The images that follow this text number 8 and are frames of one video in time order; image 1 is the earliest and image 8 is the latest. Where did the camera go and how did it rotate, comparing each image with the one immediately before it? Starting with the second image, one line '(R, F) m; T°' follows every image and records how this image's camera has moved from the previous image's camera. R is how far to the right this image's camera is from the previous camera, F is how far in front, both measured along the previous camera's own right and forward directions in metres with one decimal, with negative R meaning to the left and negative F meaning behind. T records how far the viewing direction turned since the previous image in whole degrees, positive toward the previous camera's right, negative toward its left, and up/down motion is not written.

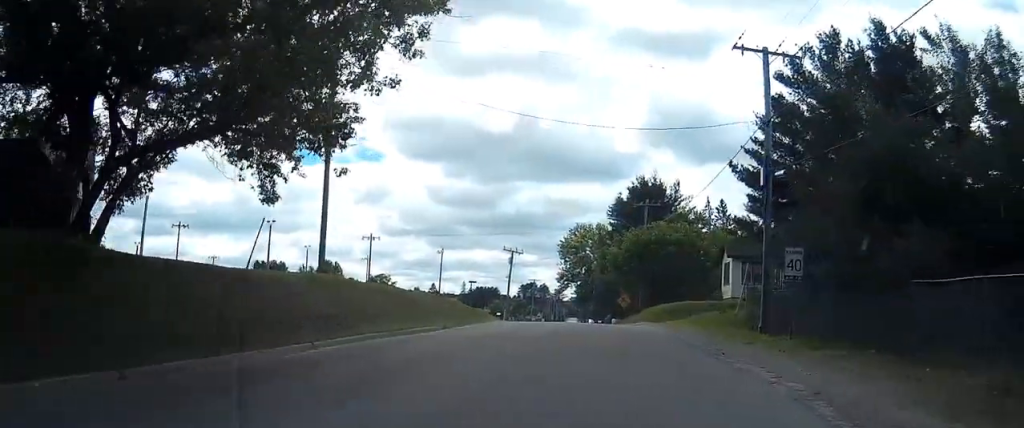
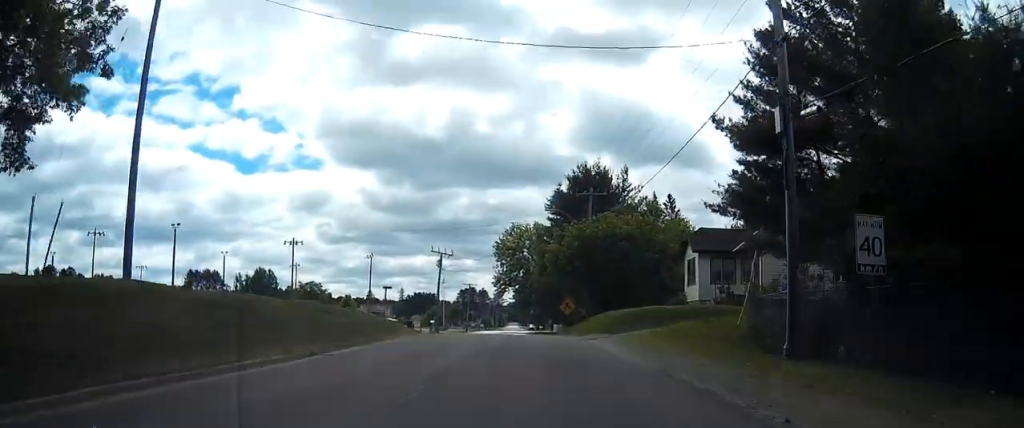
(0.0, +7.8) m; +1°
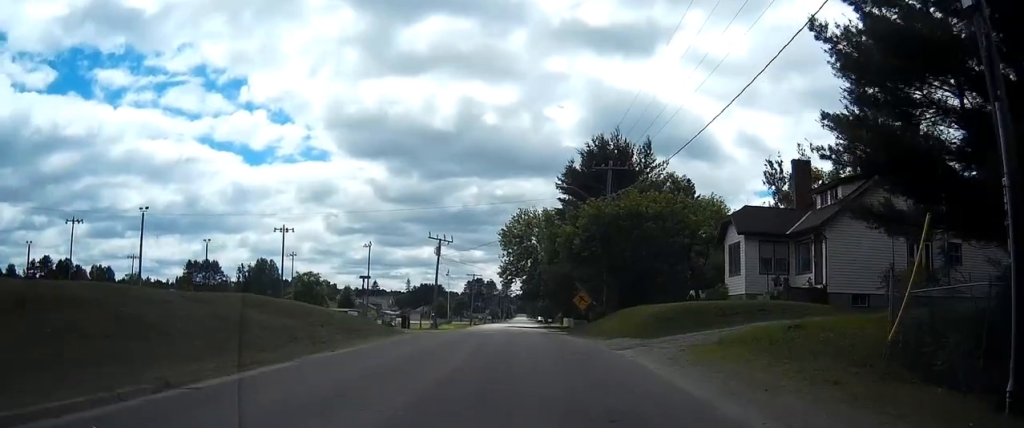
(+0.1, +6.8) m; +4°
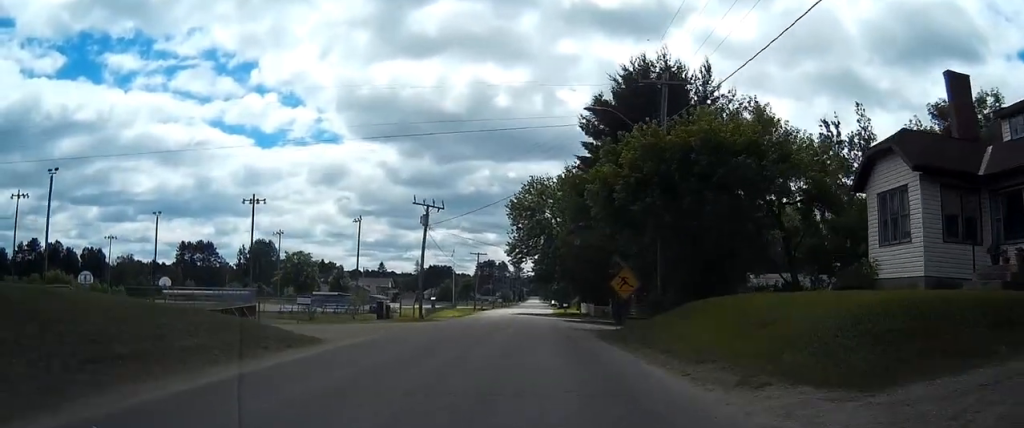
(+0.9, +13.9) m; +4°
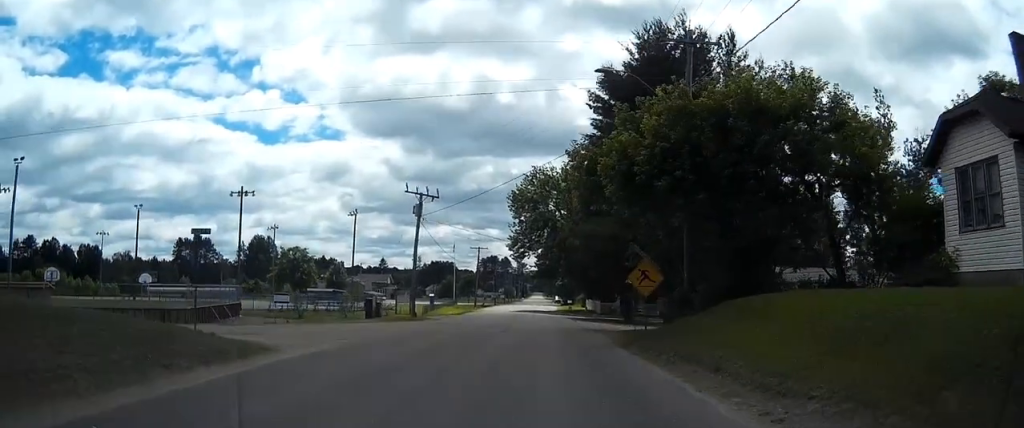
(-0.1, +4.2) m; 0°
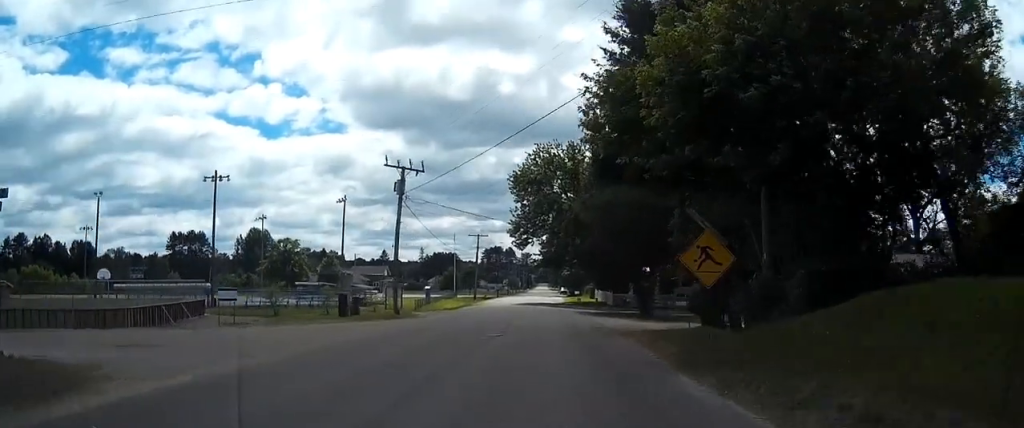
(0.0, +7.4) m; 0°
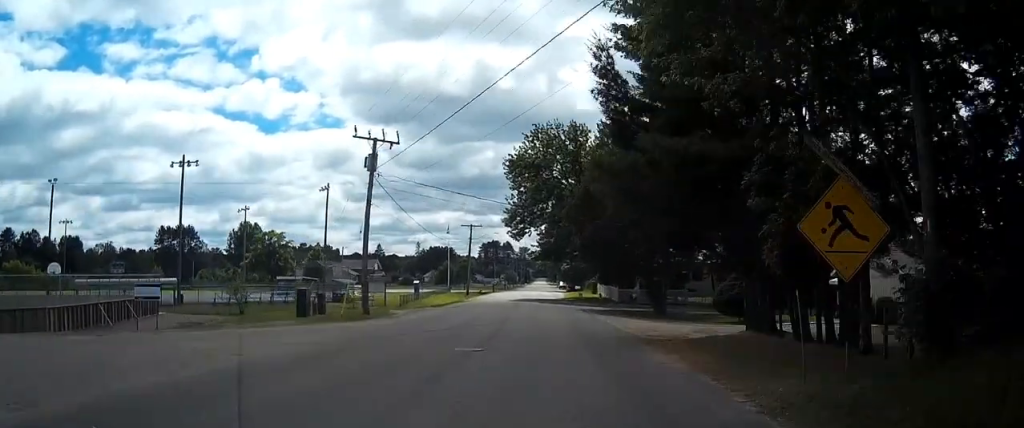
(+0.1, +6.6) m; +1°
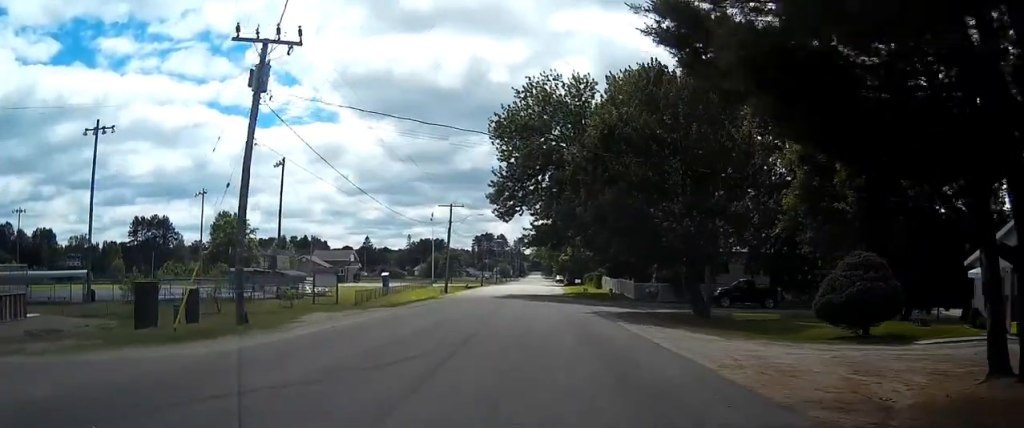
(0.0, +14.0) m; 0°
